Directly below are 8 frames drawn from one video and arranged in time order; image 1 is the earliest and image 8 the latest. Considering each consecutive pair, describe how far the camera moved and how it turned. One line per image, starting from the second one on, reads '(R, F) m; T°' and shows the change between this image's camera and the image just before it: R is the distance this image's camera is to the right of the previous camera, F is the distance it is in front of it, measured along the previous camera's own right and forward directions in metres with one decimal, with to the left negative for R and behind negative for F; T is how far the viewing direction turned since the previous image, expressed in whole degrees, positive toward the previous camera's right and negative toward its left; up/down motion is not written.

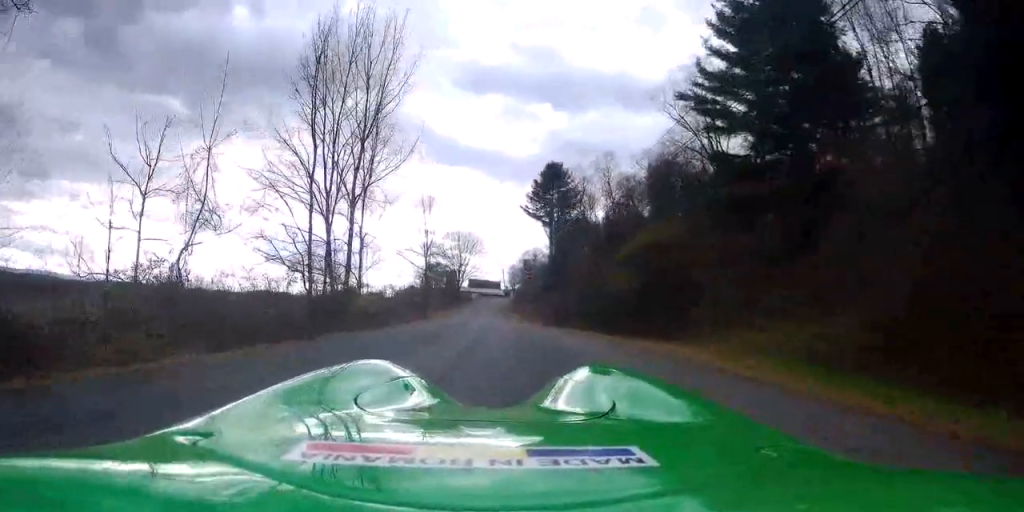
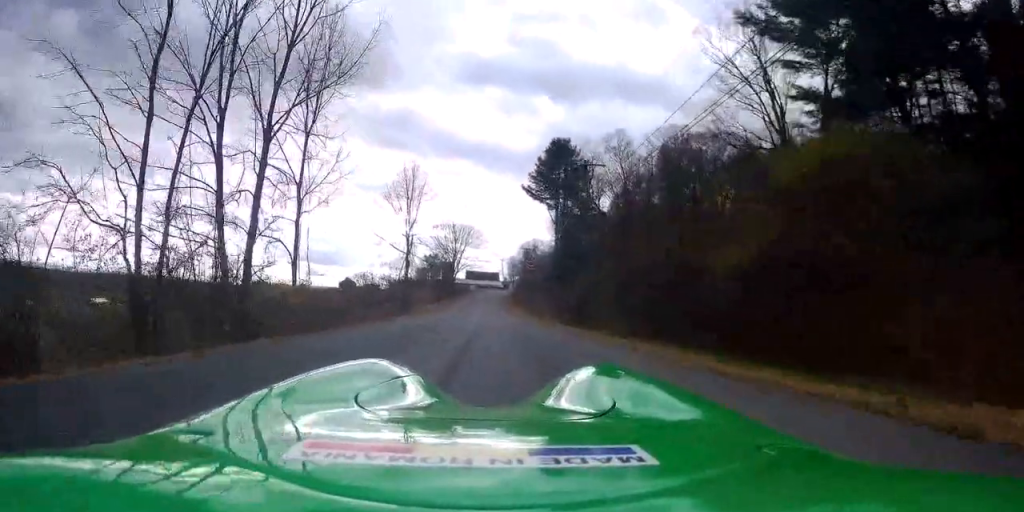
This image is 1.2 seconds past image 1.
(0.0, +11.0) m; 0°
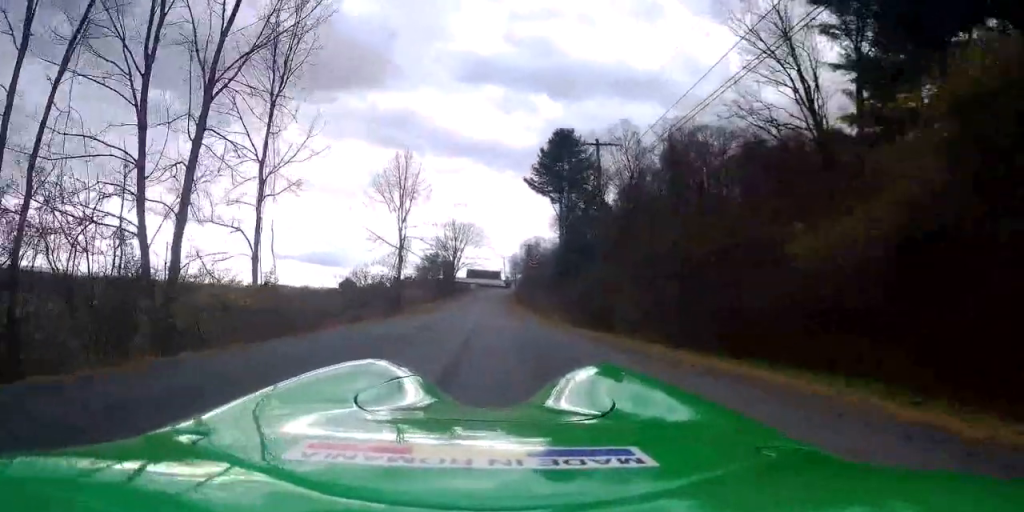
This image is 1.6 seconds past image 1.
(0.0, +4.0) m; -1°
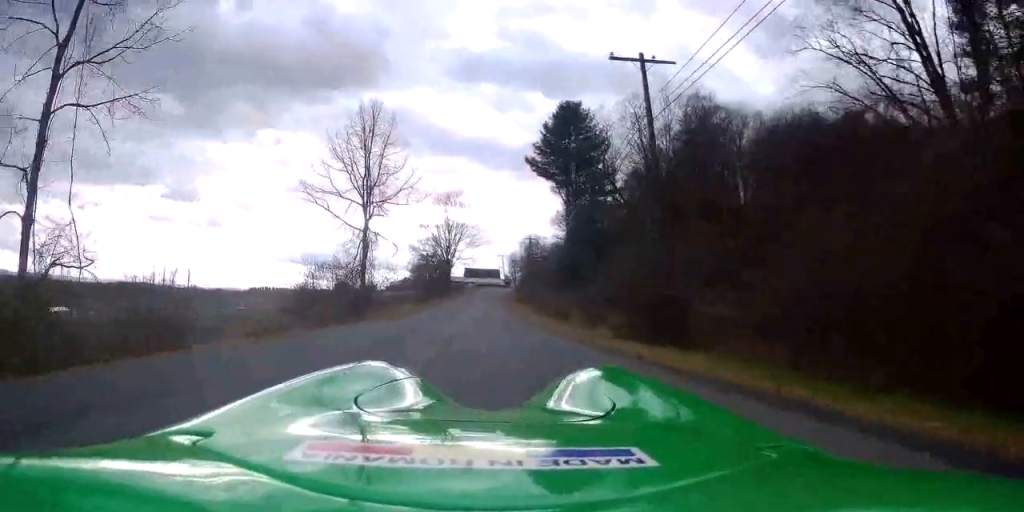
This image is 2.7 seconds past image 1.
(-0.2, +10.8) m; -4°
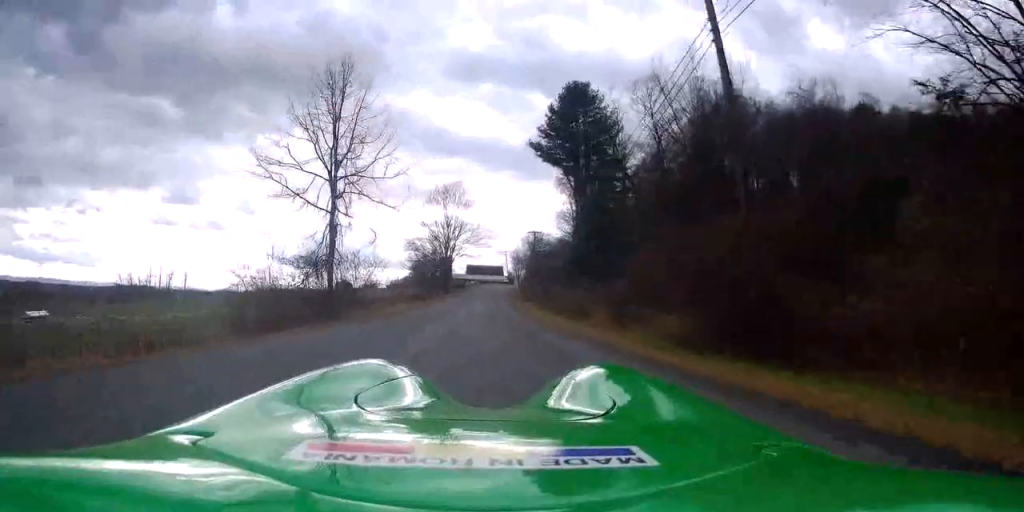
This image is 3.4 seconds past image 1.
(-0.2, +6.8) m; -3°
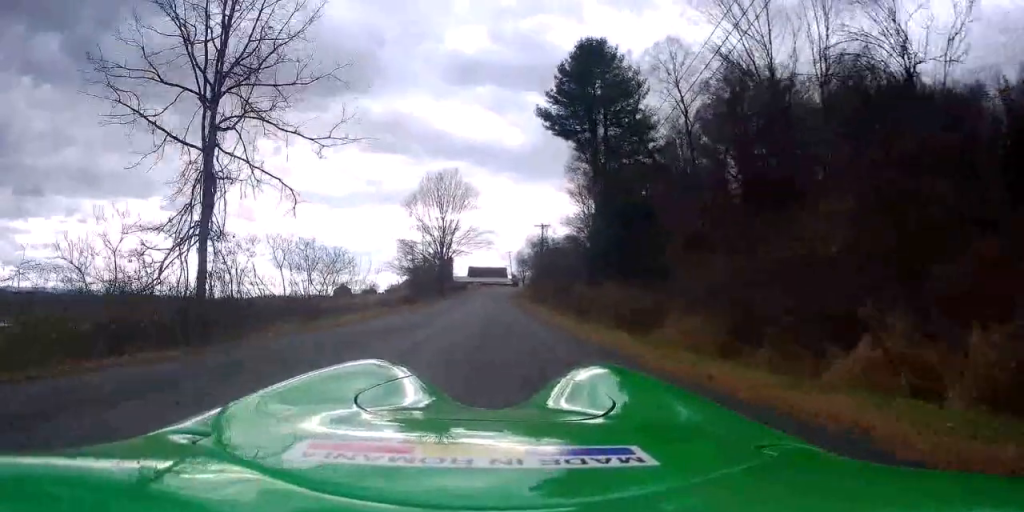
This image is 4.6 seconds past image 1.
(-0.4, +11.6) m; -2°
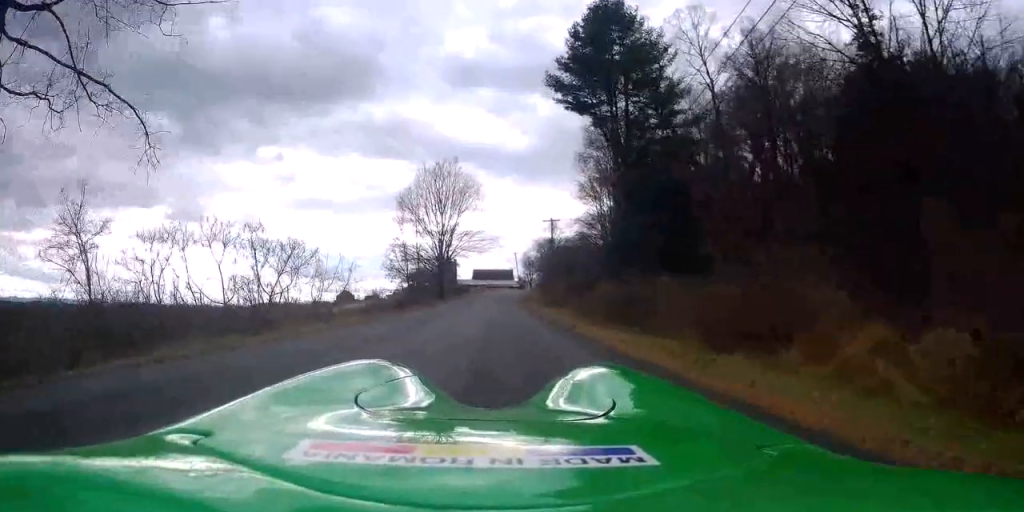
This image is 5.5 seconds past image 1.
(0.0, +7.9) m; +1°
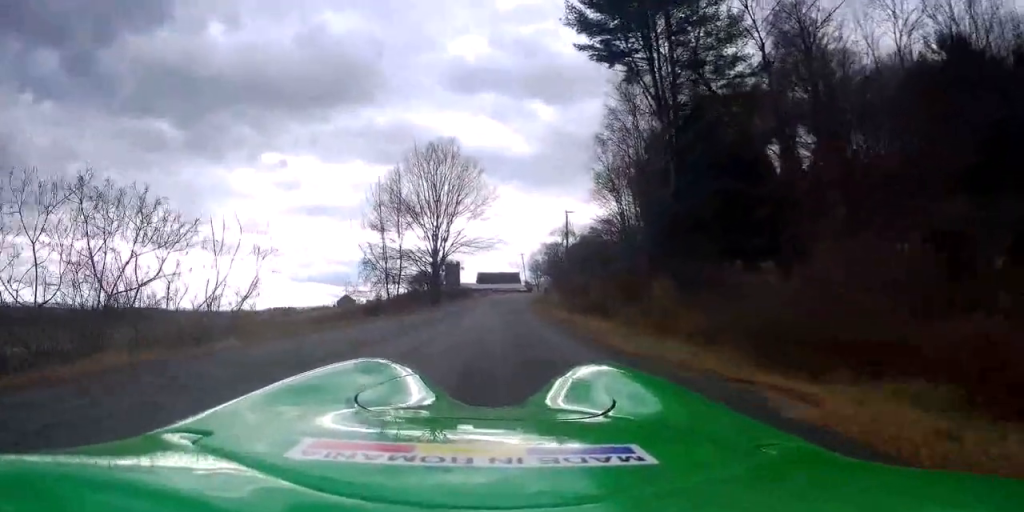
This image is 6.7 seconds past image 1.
(+0.2, +11.5) m; +1°
